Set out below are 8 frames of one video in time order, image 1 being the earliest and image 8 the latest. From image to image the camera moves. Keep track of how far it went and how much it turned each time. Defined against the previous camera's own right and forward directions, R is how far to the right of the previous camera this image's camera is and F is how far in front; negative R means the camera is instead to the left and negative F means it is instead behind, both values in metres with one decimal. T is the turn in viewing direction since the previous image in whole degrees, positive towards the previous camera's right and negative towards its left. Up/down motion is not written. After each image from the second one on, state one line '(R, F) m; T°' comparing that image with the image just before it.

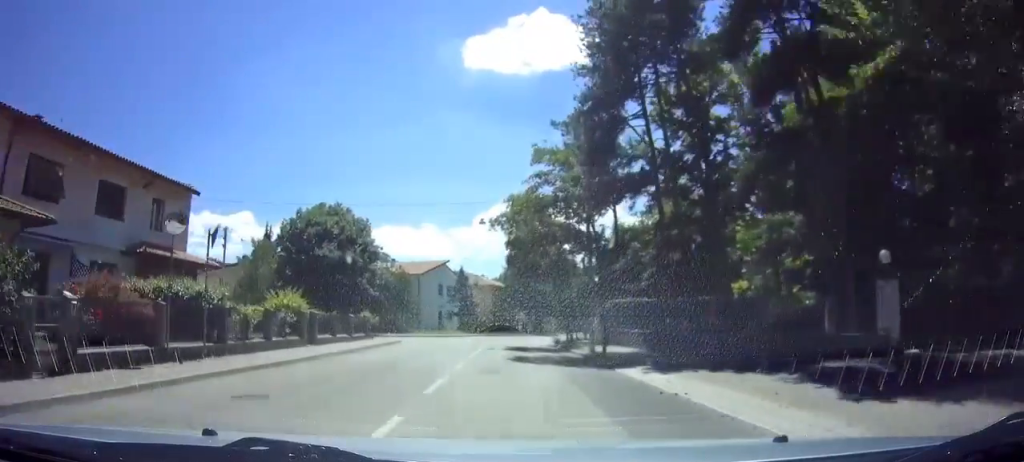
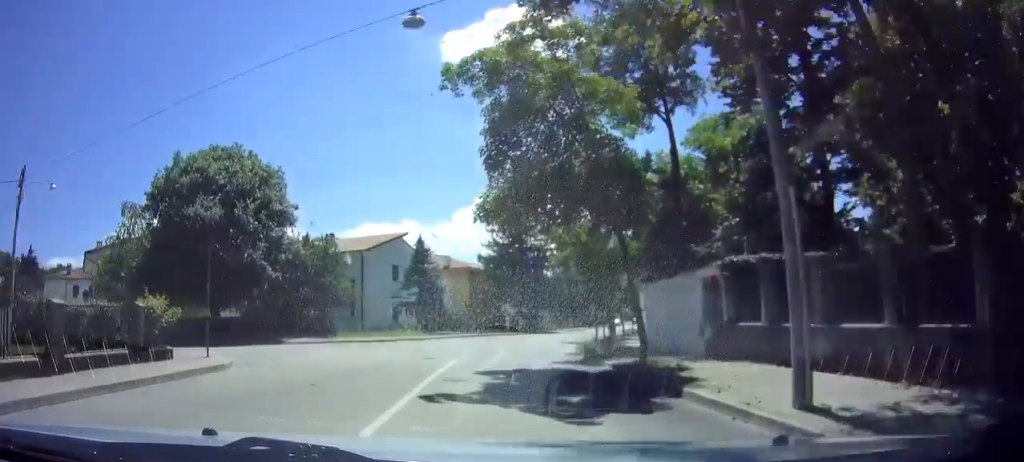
(+0.9, +19.0) m; +4°
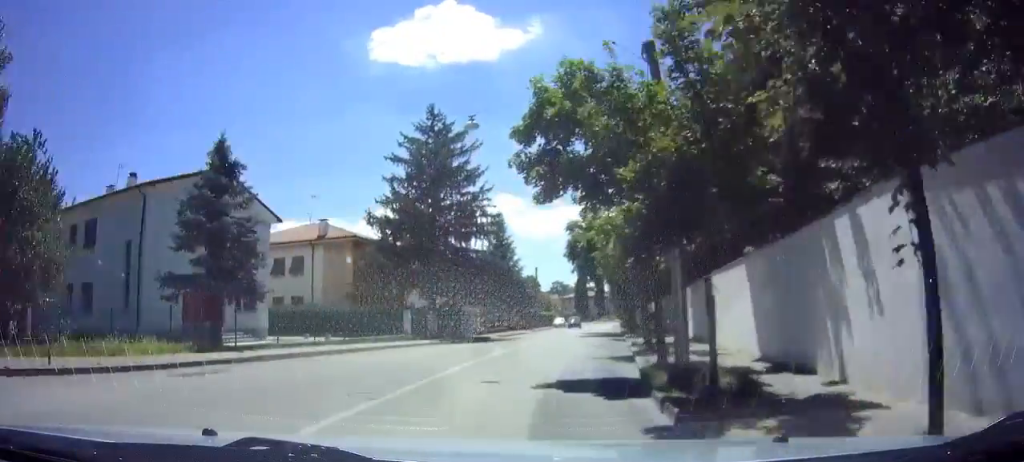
(+1.2, +21.2) m; +9°
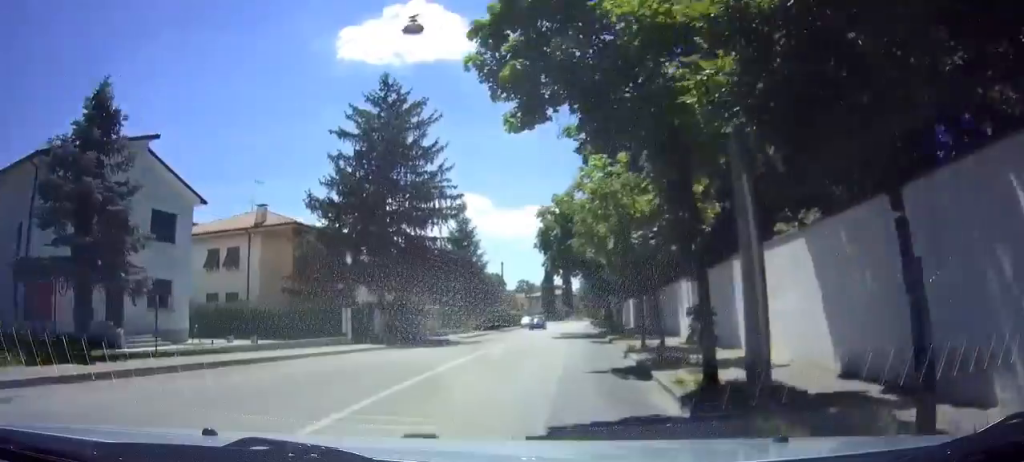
(+0.2, +5.1) m; +3°
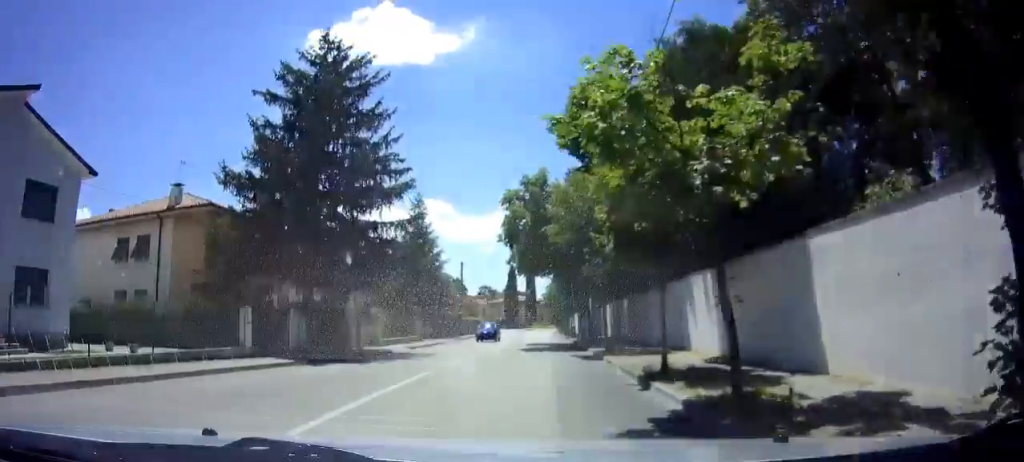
(+0.2, +6.2) m; +2°
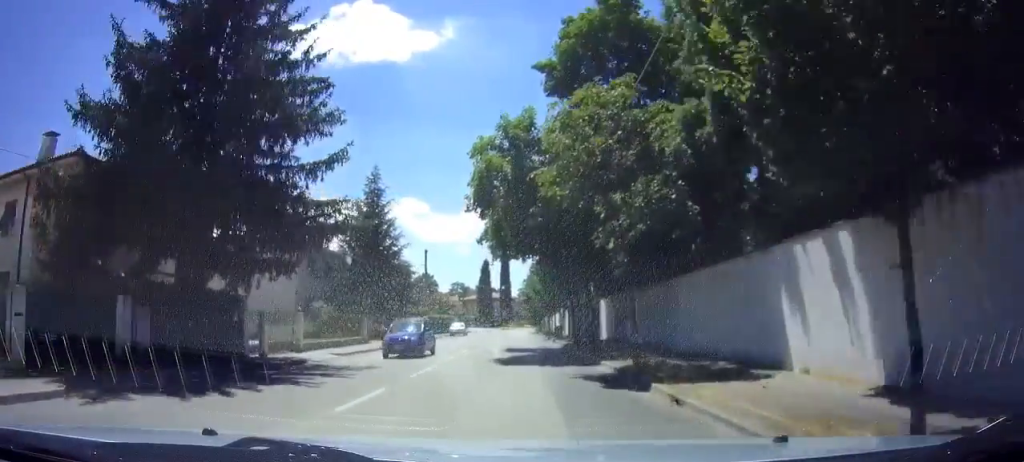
(+0.2, +8.9) m; +2°
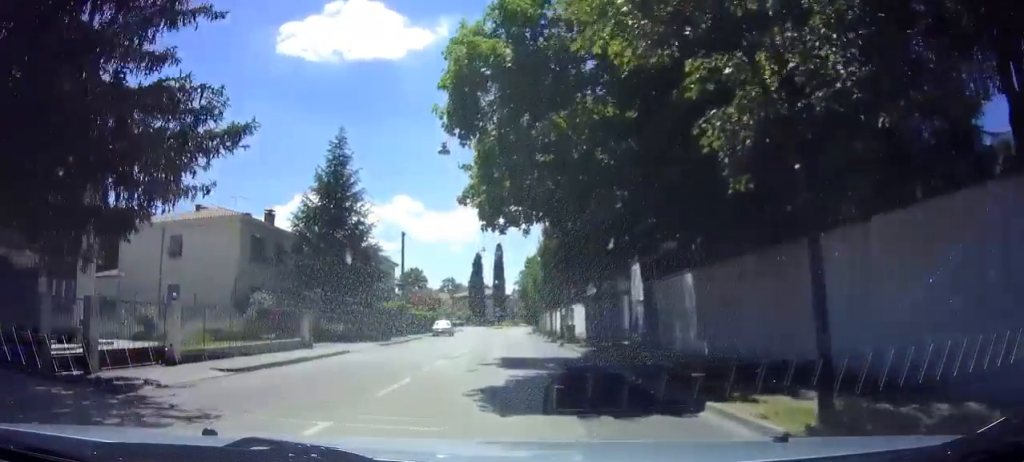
(+0.2, +9.0) m; +1°
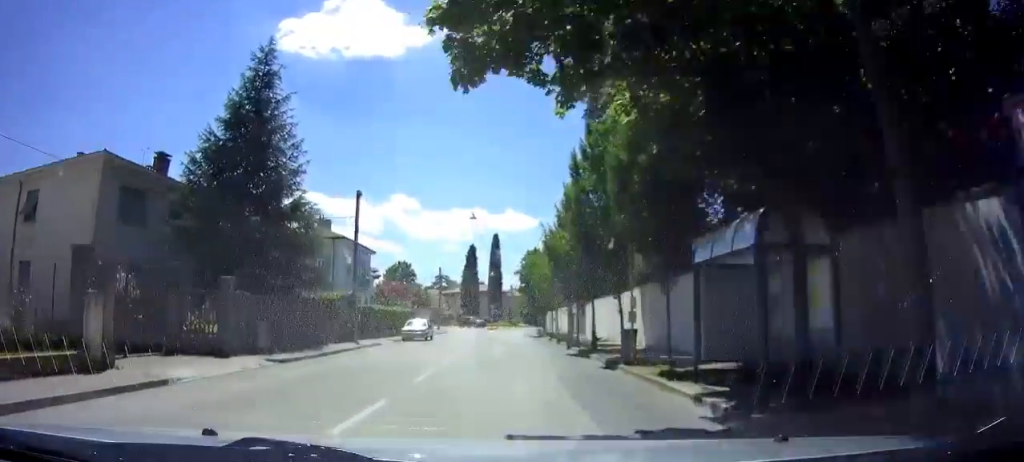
(+0.1, +12.2) m; +2°
